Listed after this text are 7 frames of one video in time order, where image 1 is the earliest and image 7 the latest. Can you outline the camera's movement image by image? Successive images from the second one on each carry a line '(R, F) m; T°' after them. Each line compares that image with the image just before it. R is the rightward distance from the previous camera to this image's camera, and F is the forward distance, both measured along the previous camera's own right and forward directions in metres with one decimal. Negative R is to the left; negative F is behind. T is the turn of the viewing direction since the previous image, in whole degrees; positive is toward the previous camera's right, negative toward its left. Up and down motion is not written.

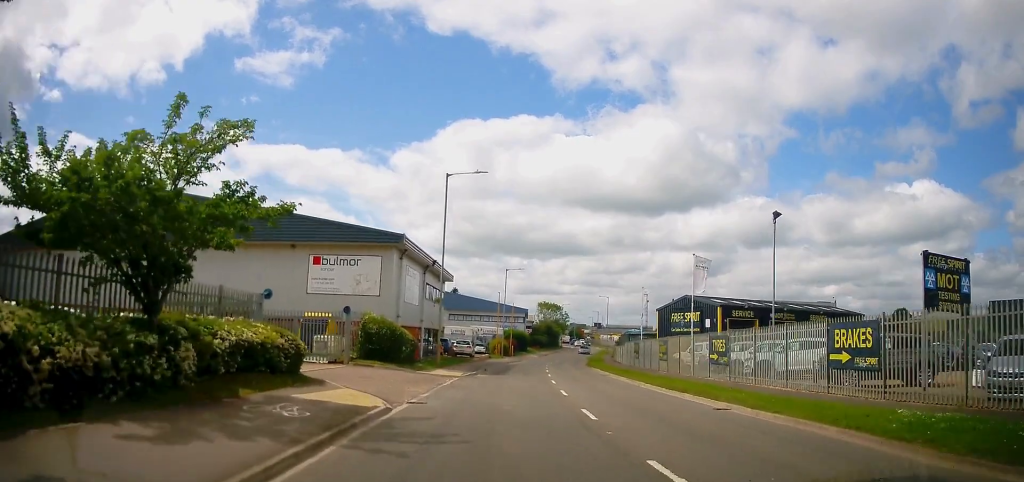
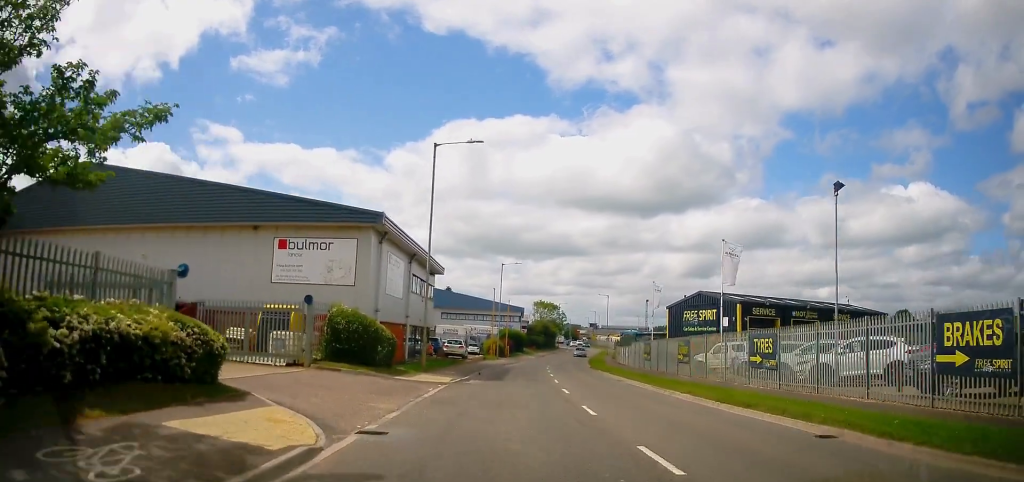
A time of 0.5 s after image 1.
(+0.1, +4.8) m; +1°
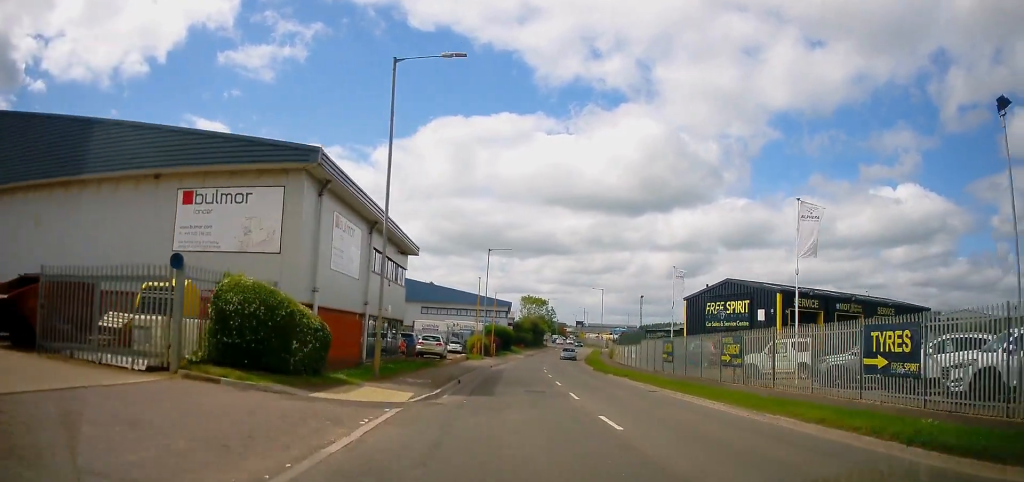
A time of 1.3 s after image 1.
(-0.1, +8.1) m; -1°
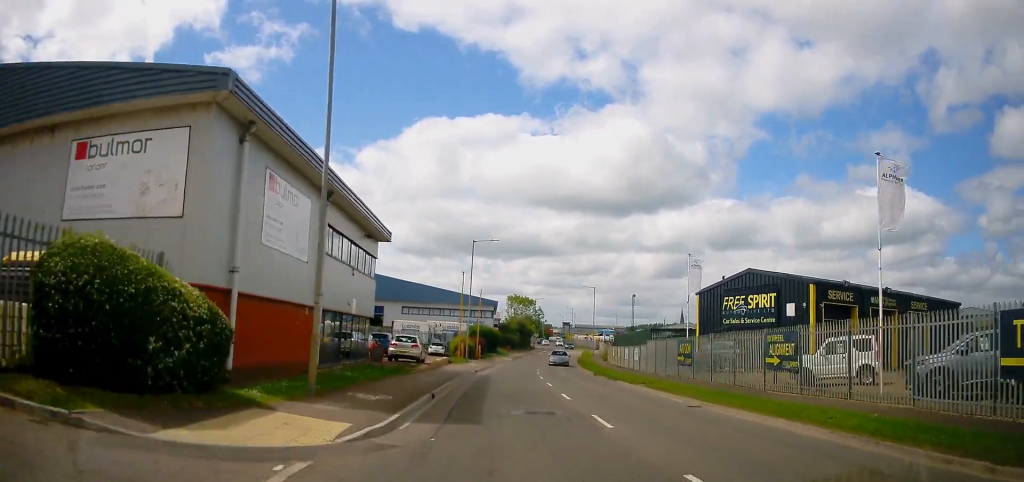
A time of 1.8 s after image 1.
(0.0, +5.4) m; 0°
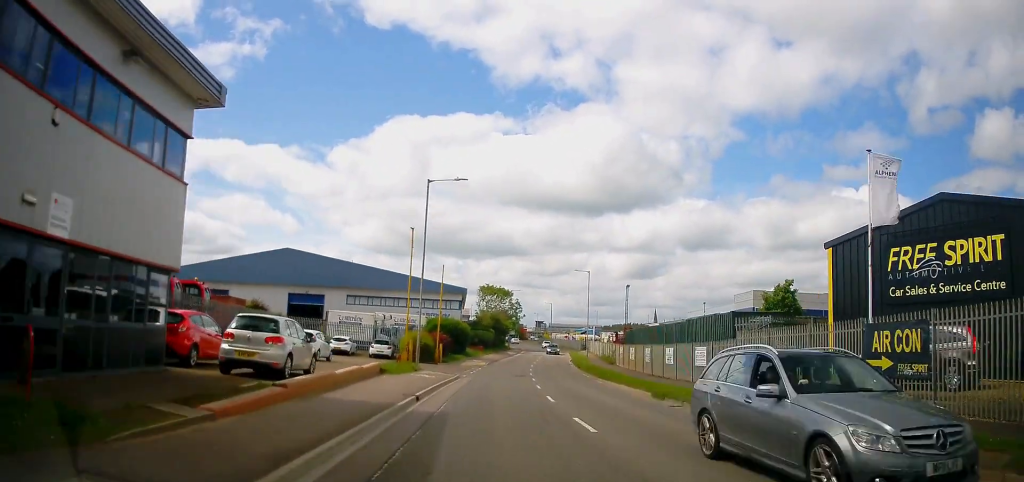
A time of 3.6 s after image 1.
(+0.8, +18.5) m; +5°
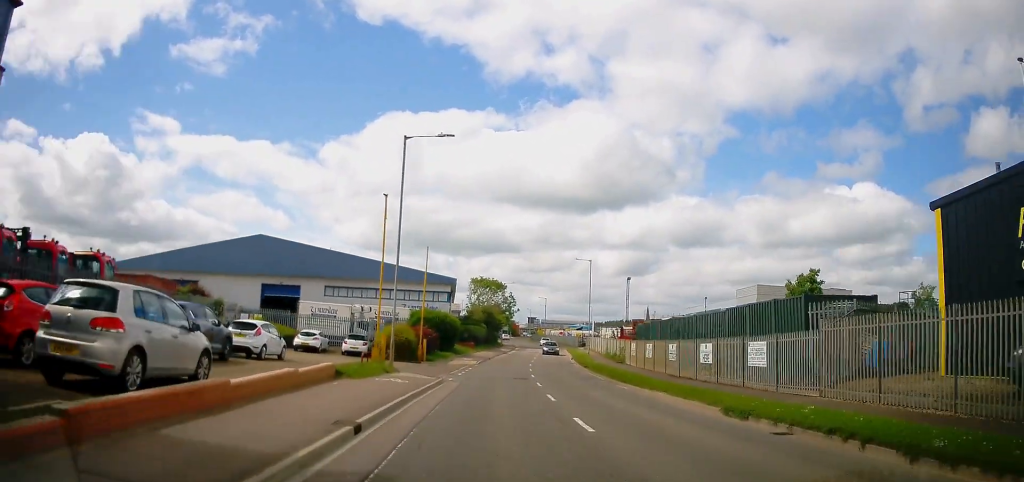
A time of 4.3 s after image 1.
(0.0, +6.4) m; -1°
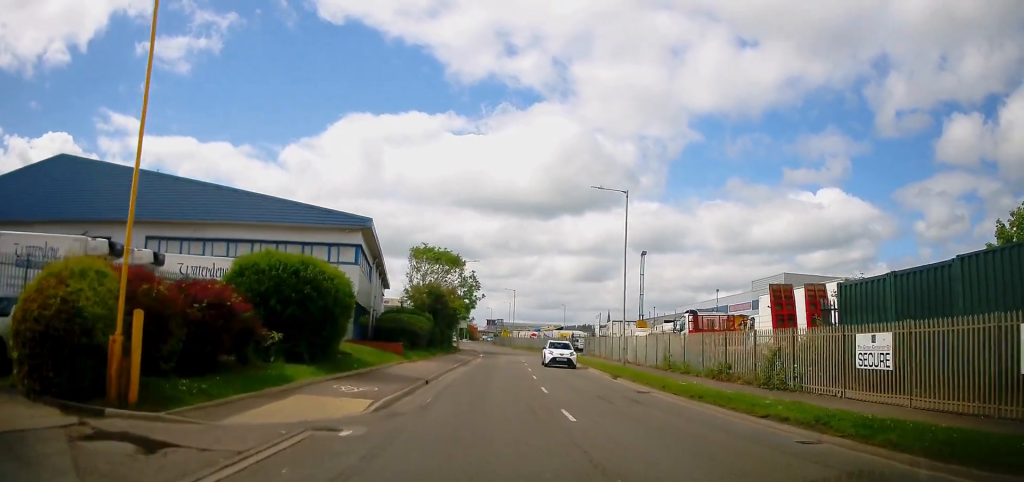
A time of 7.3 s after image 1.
(+0.9, +29.6) m; +6°
